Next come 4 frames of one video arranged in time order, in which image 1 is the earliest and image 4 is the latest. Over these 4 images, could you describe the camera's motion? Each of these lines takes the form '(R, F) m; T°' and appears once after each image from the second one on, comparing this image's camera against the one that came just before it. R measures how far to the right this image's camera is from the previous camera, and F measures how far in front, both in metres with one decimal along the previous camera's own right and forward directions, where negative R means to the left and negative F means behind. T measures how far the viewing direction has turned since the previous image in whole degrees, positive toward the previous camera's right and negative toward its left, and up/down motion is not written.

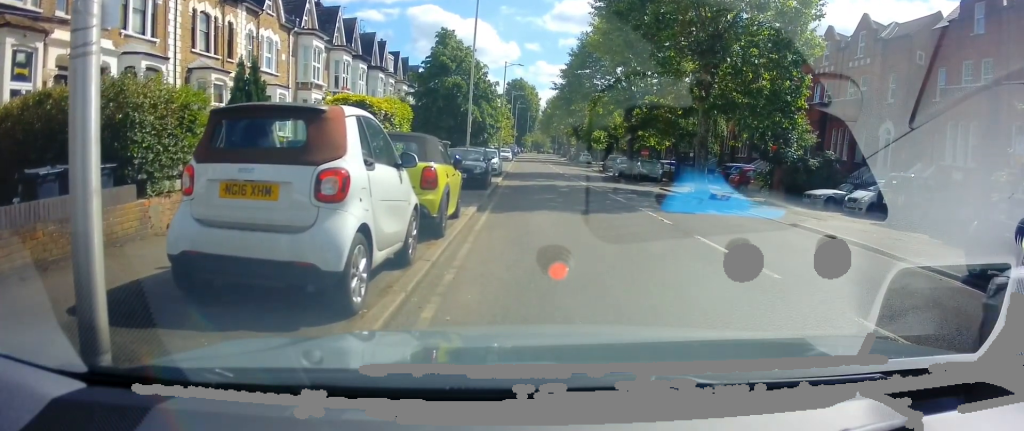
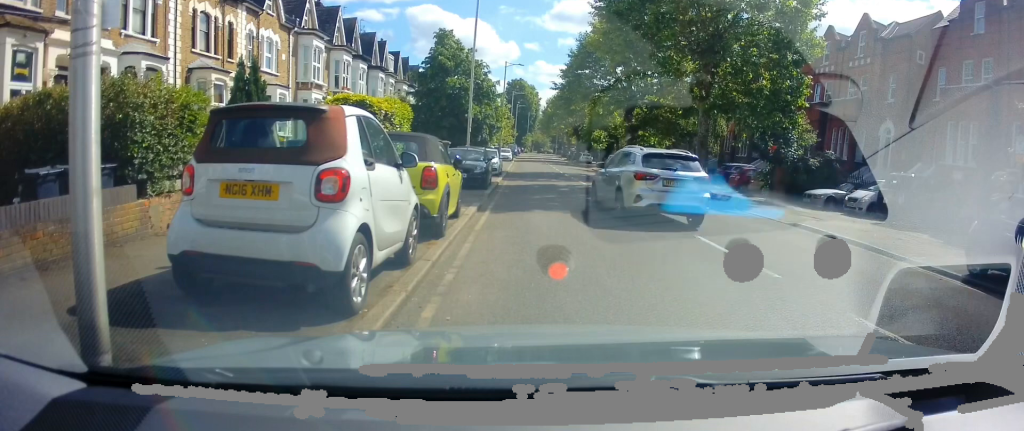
(0.0, 0.0) m; 0°
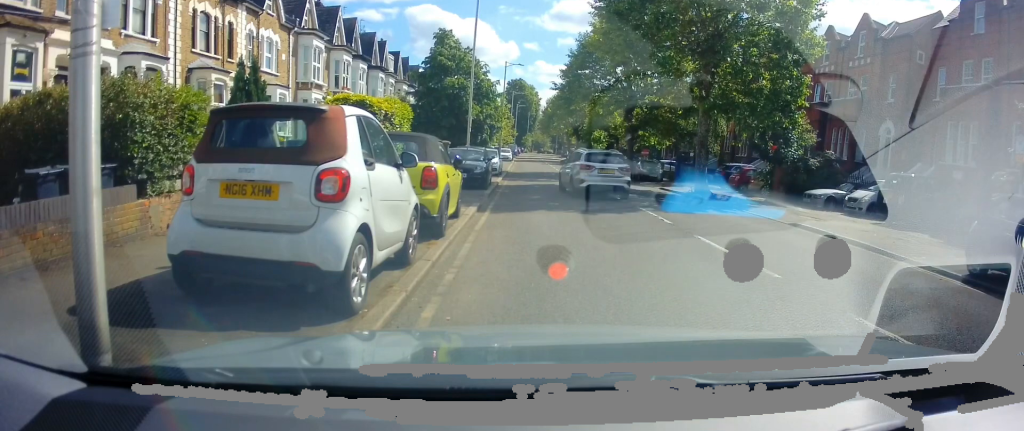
(0.0, 0.0) m; 0°
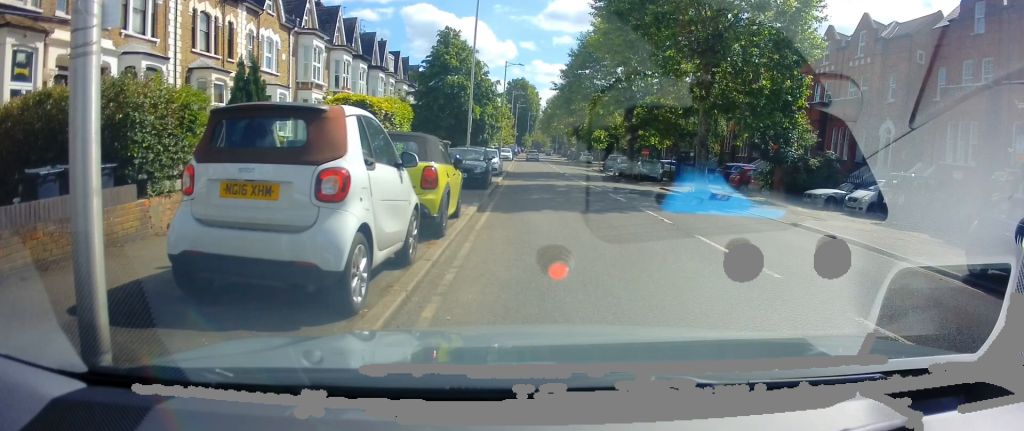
(0.0, 0.0) m; 0°
